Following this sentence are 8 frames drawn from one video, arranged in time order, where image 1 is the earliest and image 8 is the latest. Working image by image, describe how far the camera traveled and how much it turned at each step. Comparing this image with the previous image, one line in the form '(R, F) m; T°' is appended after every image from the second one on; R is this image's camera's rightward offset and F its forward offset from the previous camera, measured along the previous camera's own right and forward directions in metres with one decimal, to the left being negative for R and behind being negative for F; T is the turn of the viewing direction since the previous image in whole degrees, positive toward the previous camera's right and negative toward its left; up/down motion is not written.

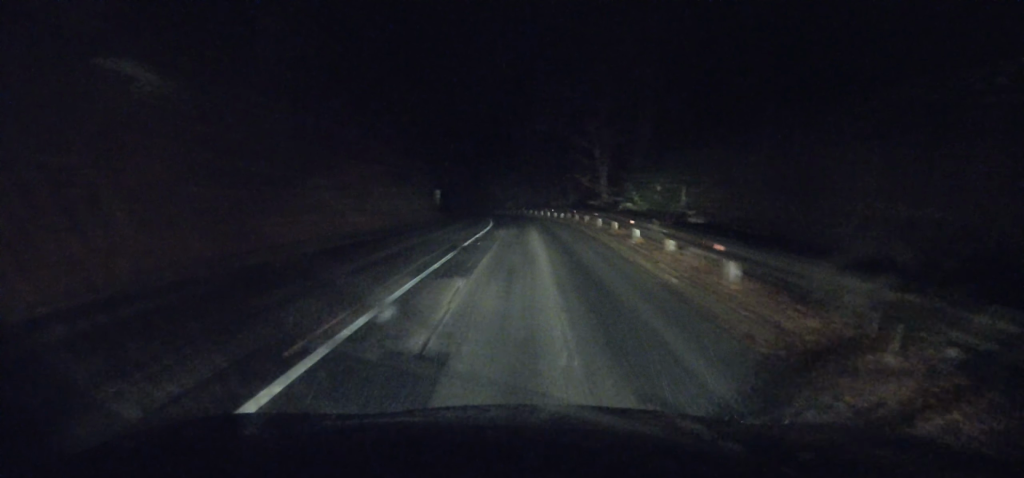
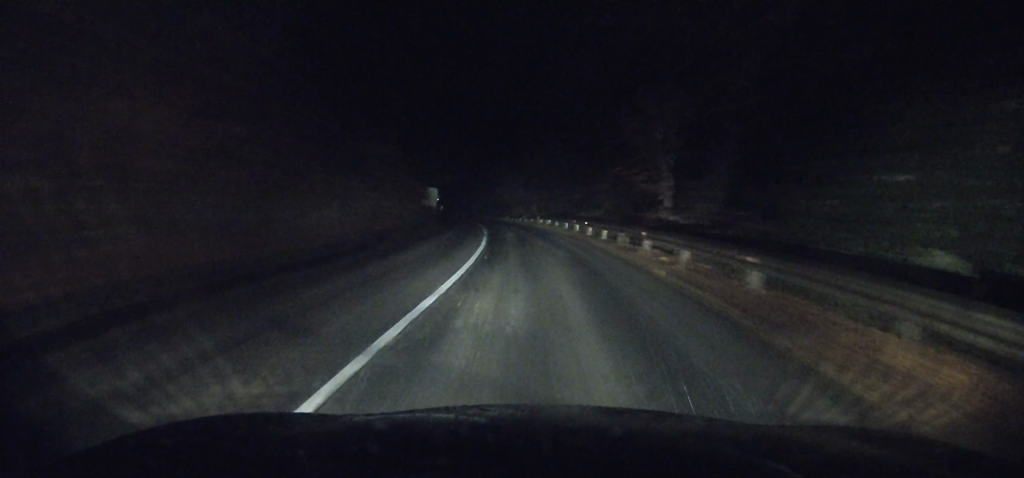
(-0.3, +15.3) m; -2°
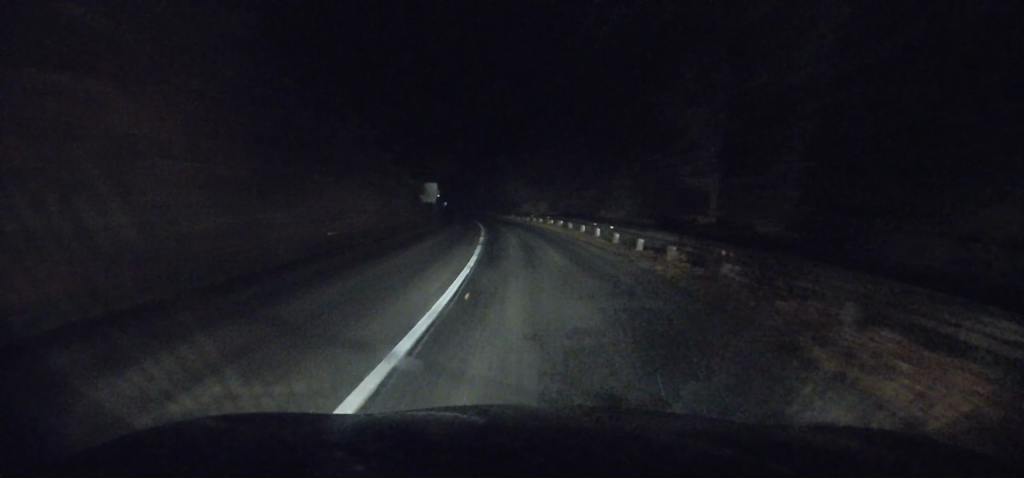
(+0.1, +6.1) m; -1°
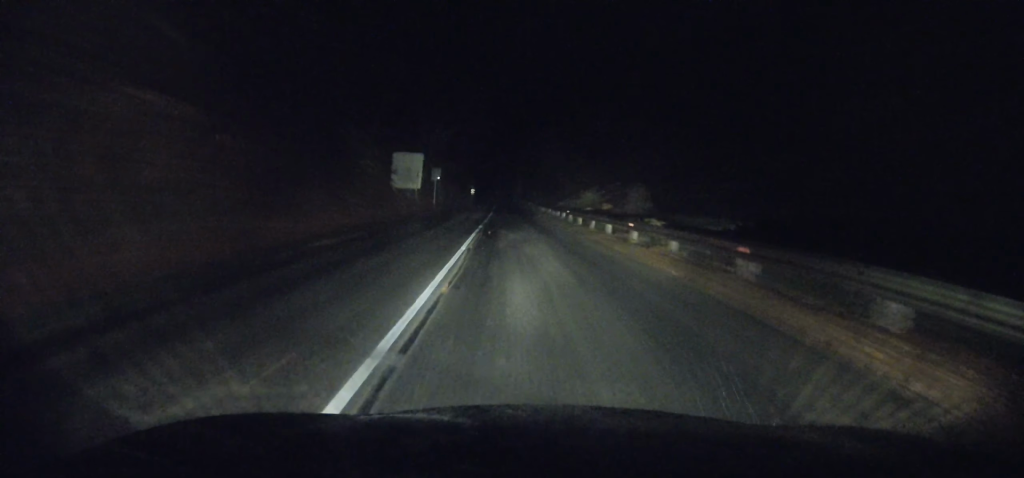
(0.0, +30.5) m; +1°
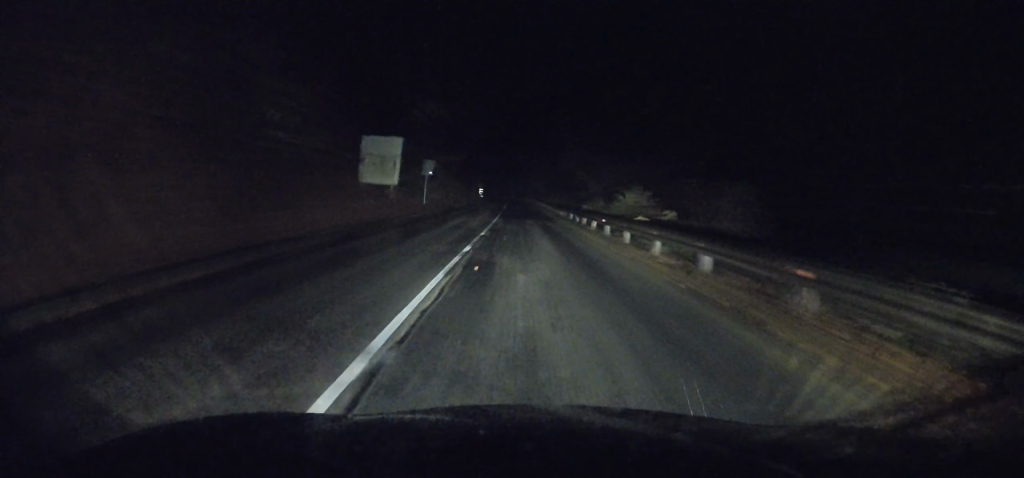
(0.0, +9.8) m; 0°
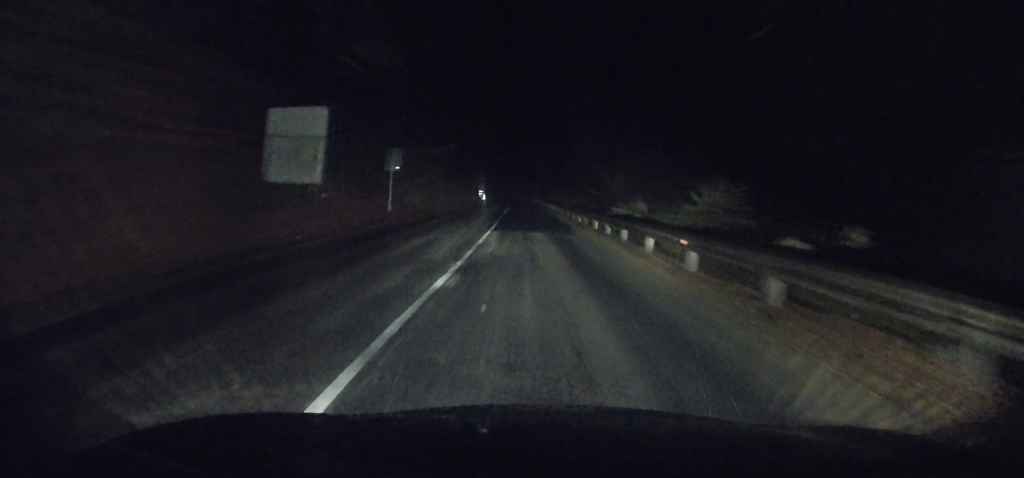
(-0.1, +10.7) m; -1°
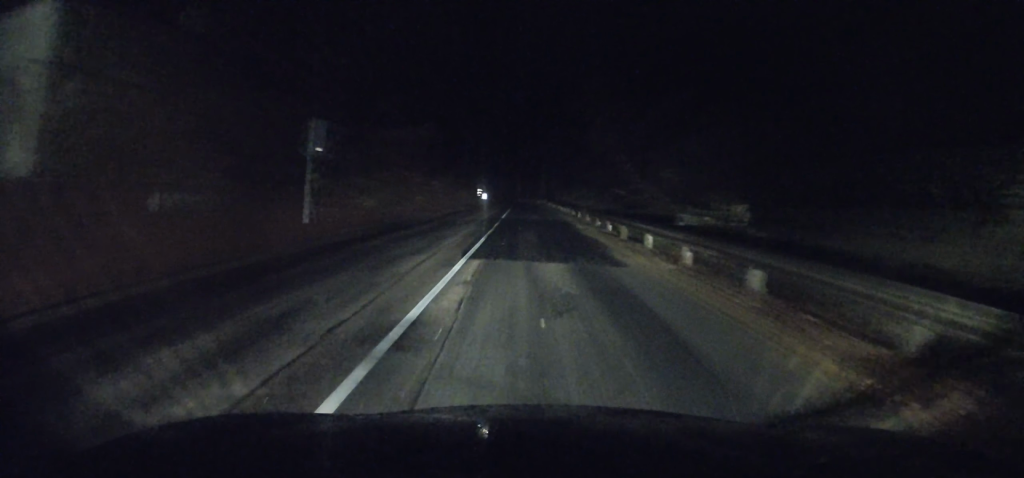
(+0.1, +10.7) m; -2°
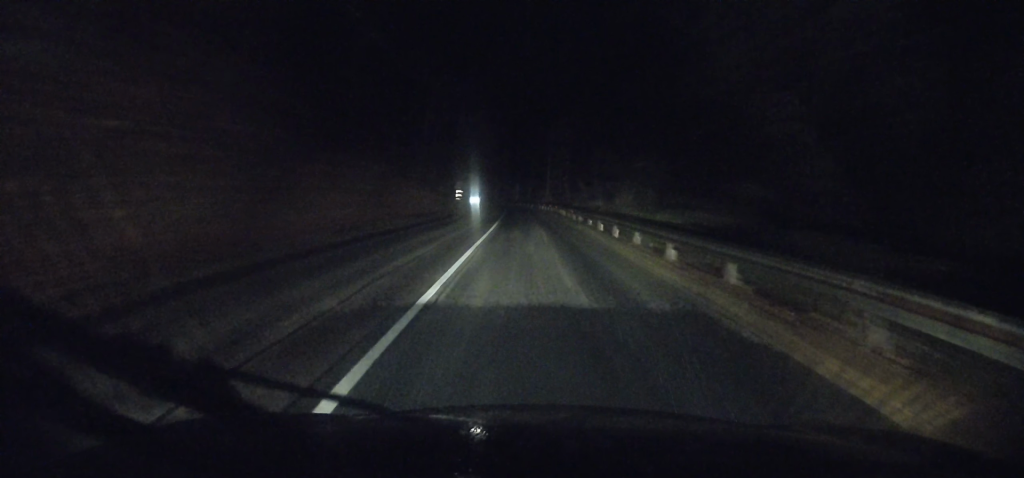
(-0.5, +25.4) m; 0°
